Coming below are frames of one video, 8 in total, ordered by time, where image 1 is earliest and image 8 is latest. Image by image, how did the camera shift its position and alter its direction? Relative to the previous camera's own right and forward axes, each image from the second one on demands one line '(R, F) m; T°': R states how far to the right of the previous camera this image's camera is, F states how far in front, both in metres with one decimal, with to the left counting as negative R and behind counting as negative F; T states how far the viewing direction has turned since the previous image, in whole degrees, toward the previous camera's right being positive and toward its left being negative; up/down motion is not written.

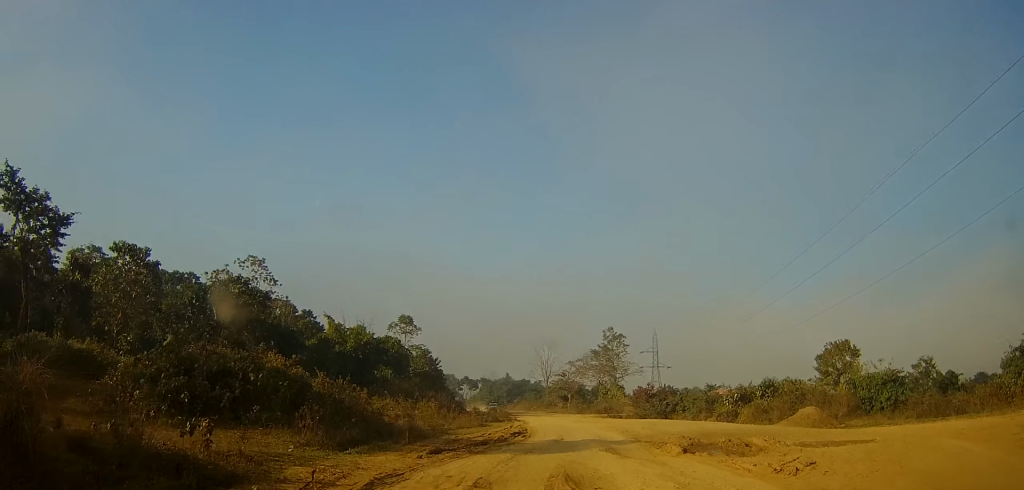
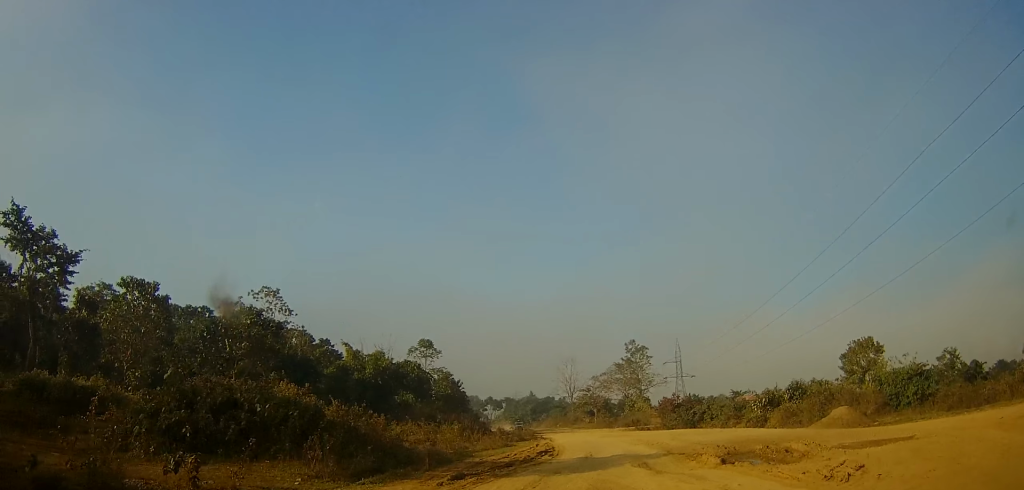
(0.0, +1.3) m; -1°
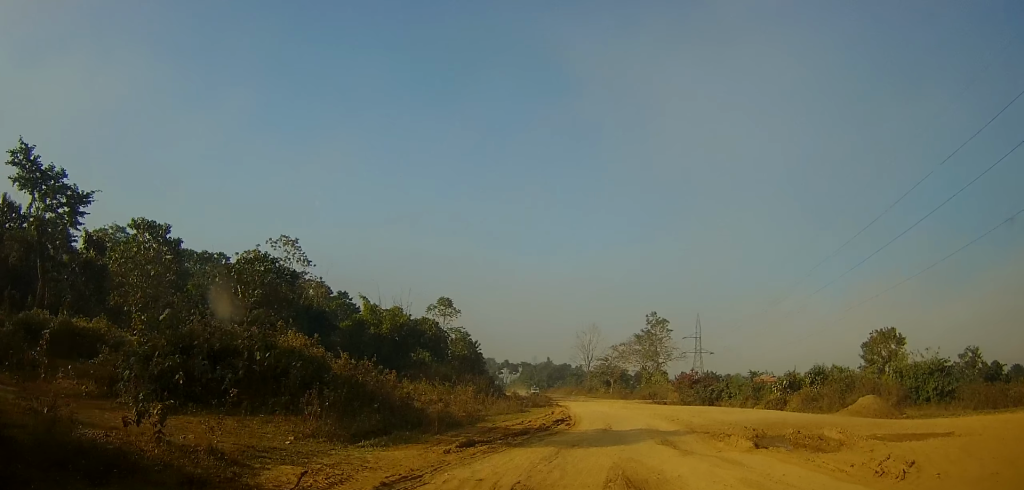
(0.0, +1.9) m; 0°
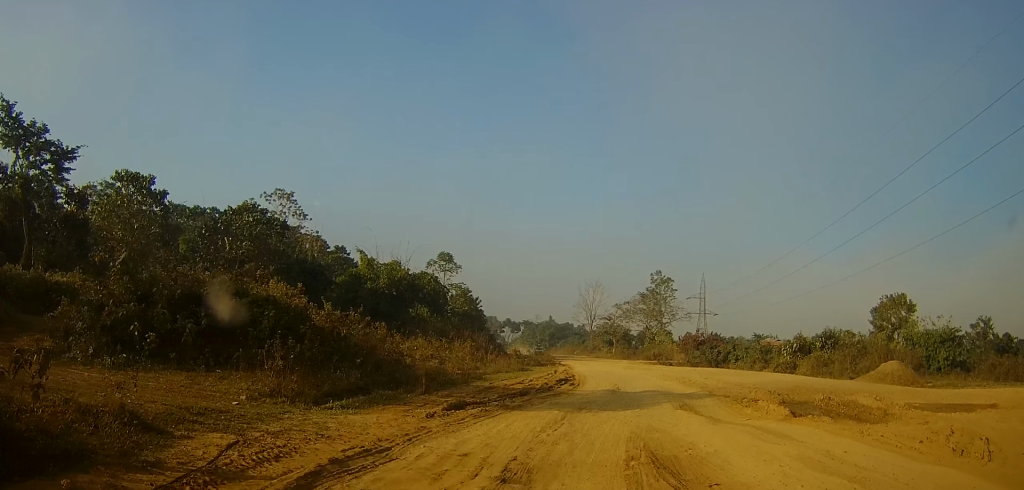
(0.0, +2.6) m; 0°
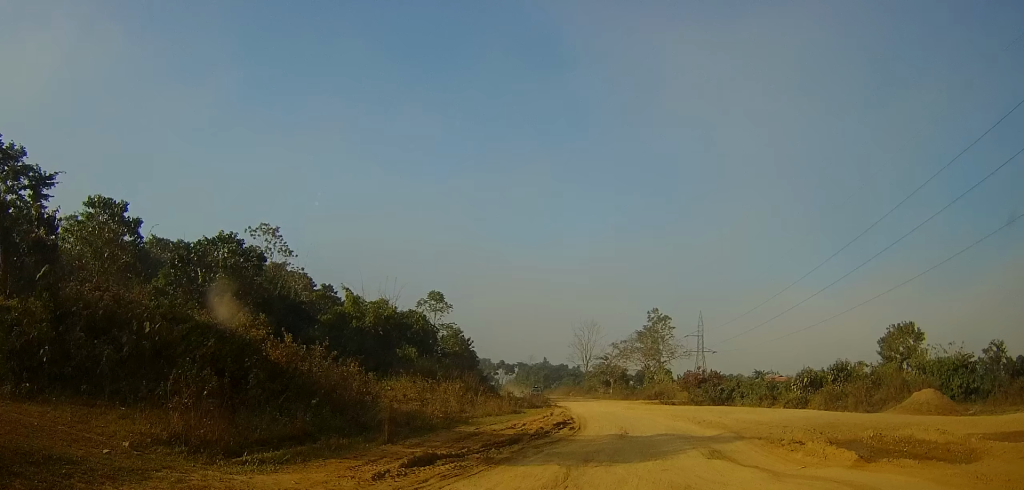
(0.0, +3.2) m; -1°
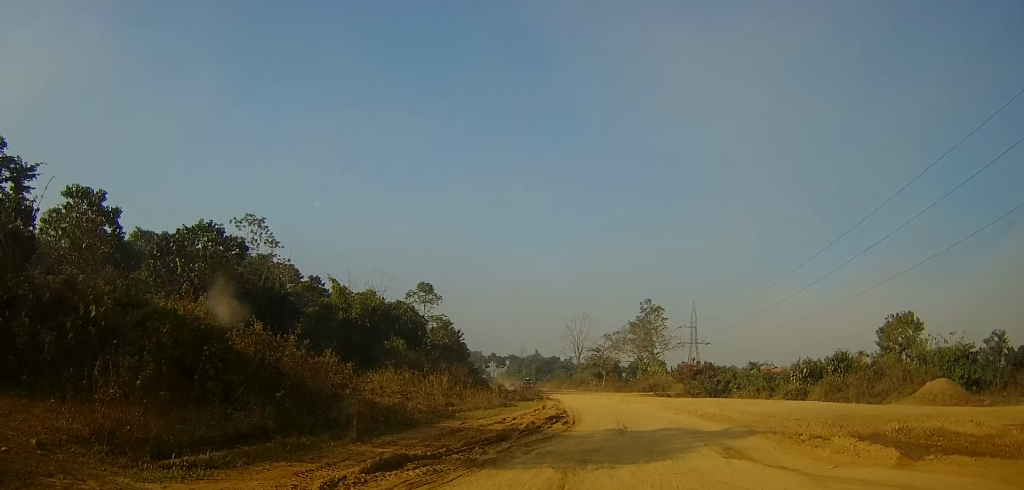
(0.0, +1.8) m; 0°
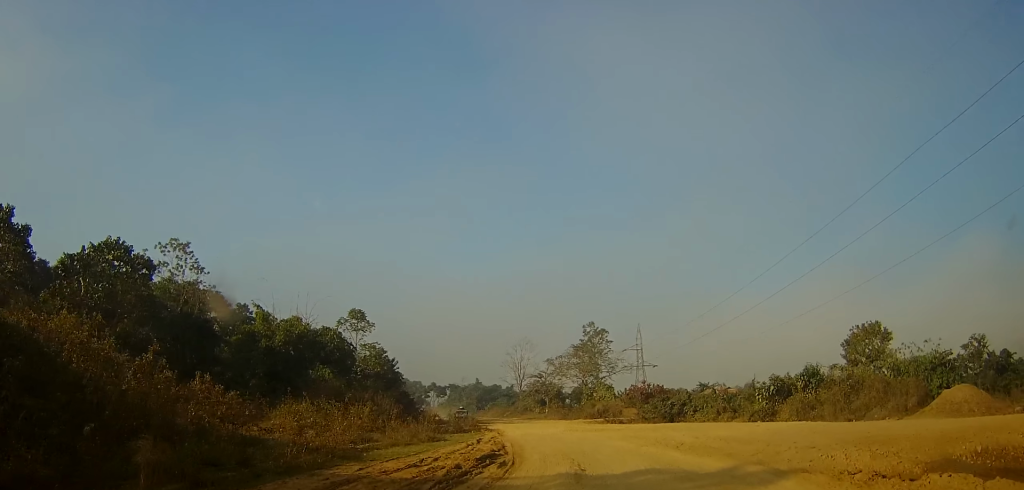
(+0.3, +5.0) m; +8°
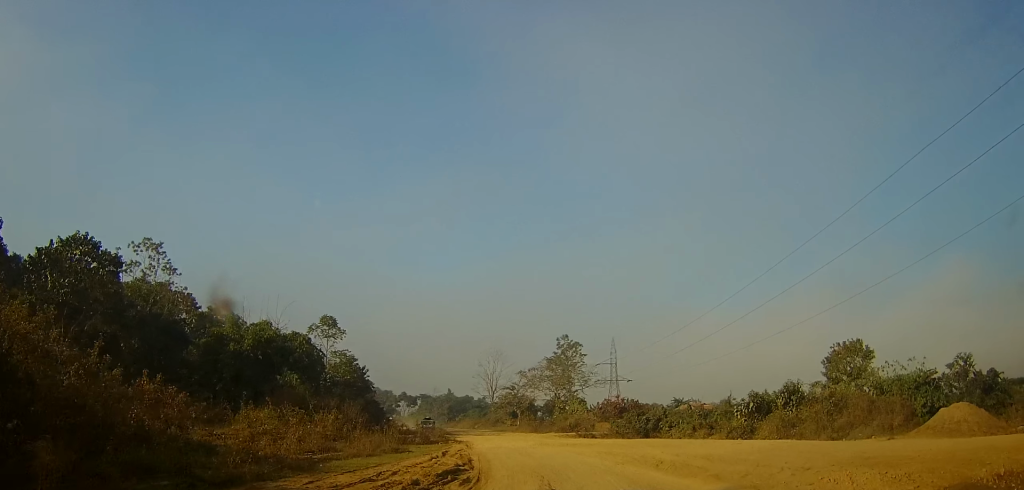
(0.0, +1.4) m; +2°
